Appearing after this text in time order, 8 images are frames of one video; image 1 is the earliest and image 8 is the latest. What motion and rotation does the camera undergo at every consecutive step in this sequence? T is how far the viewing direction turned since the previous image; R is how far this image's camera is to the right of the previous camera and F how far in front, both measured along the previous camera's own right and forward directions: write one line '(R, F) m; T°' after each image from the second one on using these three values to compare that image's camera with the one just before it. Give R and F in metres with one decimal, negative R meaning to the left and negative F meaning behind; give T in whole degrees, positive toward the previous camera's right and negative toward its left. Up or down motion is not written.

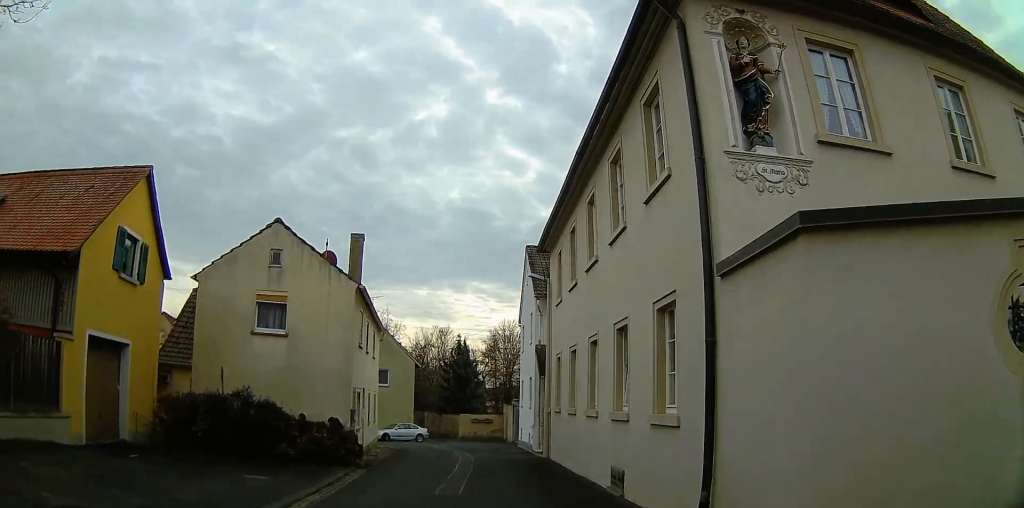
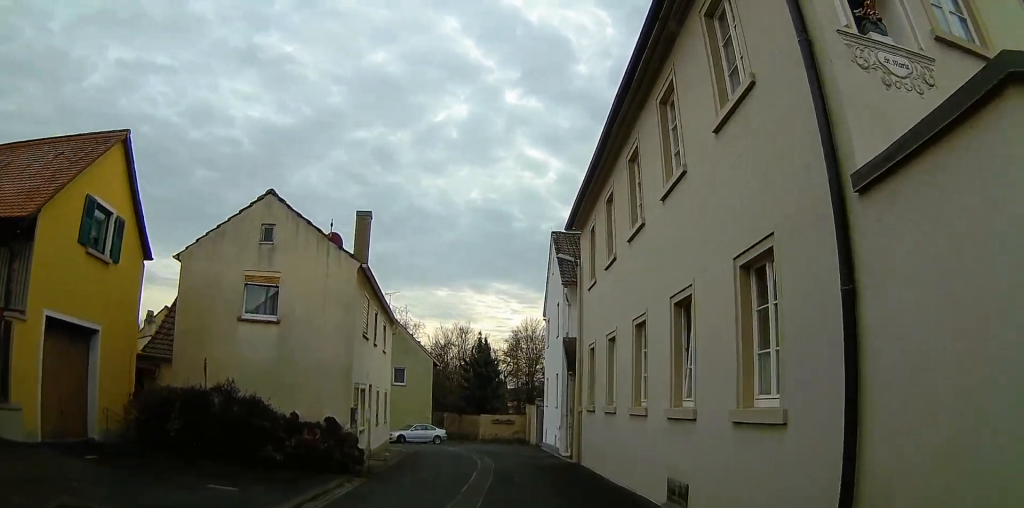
(0.0, +2.0) m; 0°
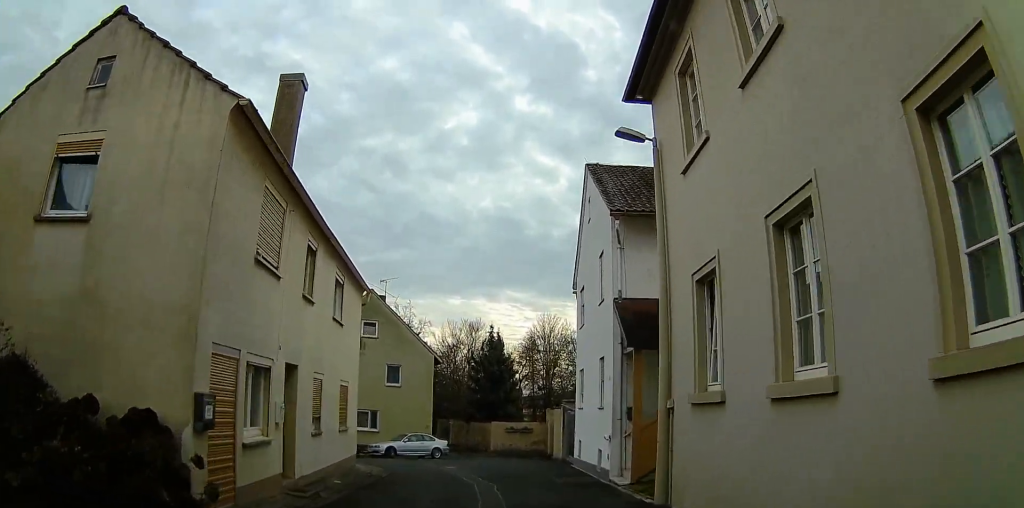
(0.0, +6.5) m; -3°
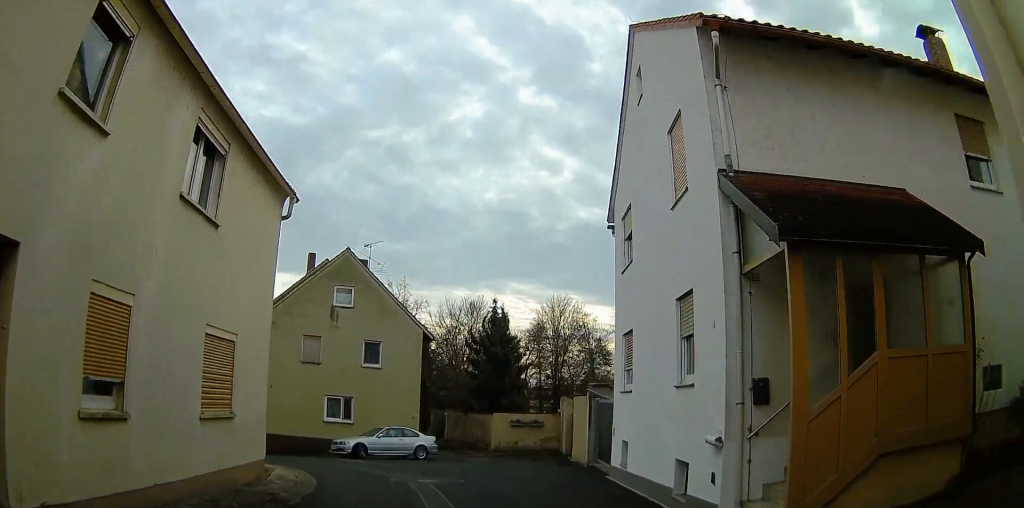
(-0.4, +6.2) m; -12°
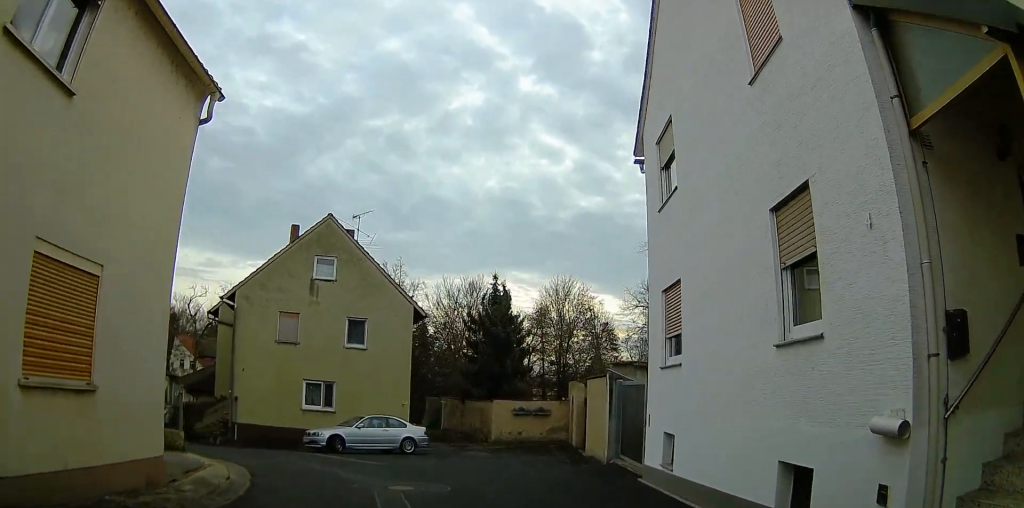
(-0.4, +3.5) m; -4°
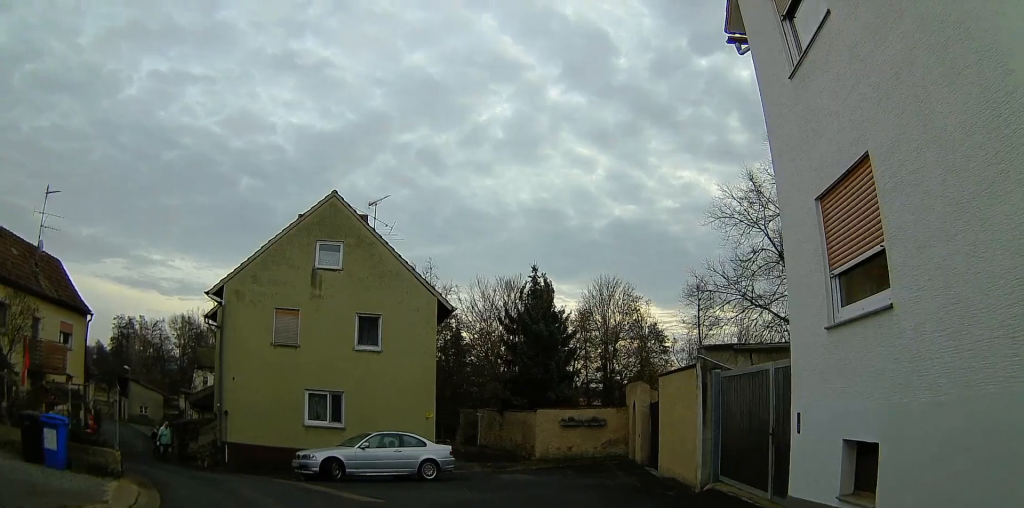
(-0.2, +5.3) m; -4°
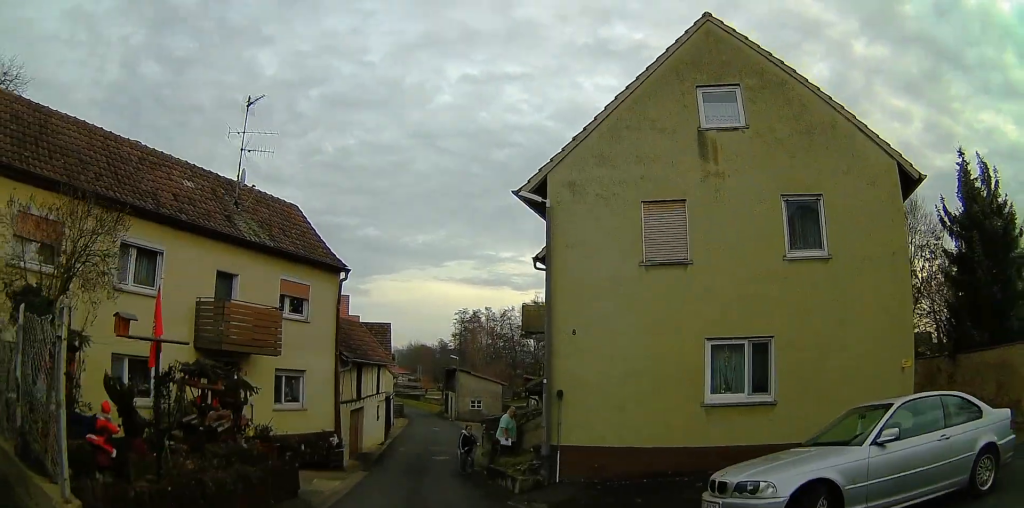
(-1.7, +10.9) m; -22°
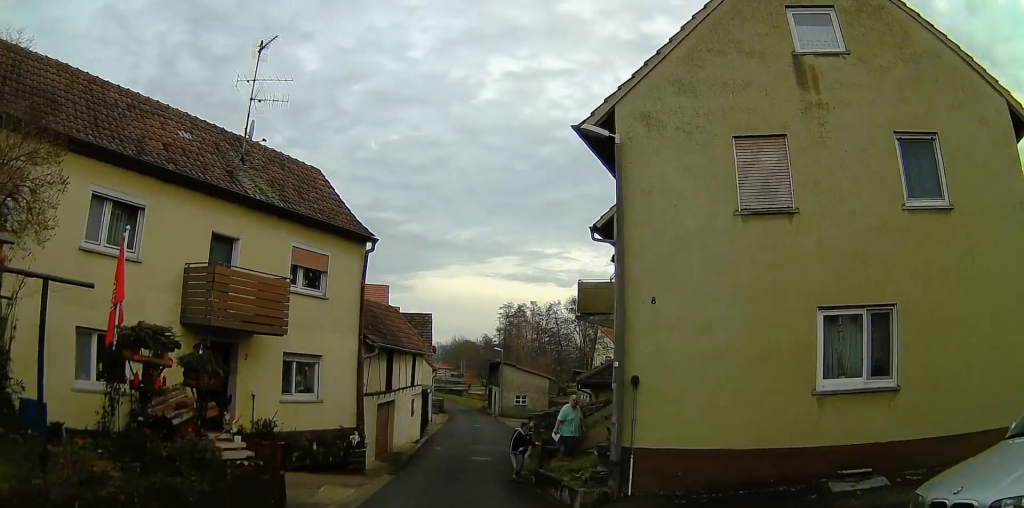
(-0.1, +2.8) m; -11°
